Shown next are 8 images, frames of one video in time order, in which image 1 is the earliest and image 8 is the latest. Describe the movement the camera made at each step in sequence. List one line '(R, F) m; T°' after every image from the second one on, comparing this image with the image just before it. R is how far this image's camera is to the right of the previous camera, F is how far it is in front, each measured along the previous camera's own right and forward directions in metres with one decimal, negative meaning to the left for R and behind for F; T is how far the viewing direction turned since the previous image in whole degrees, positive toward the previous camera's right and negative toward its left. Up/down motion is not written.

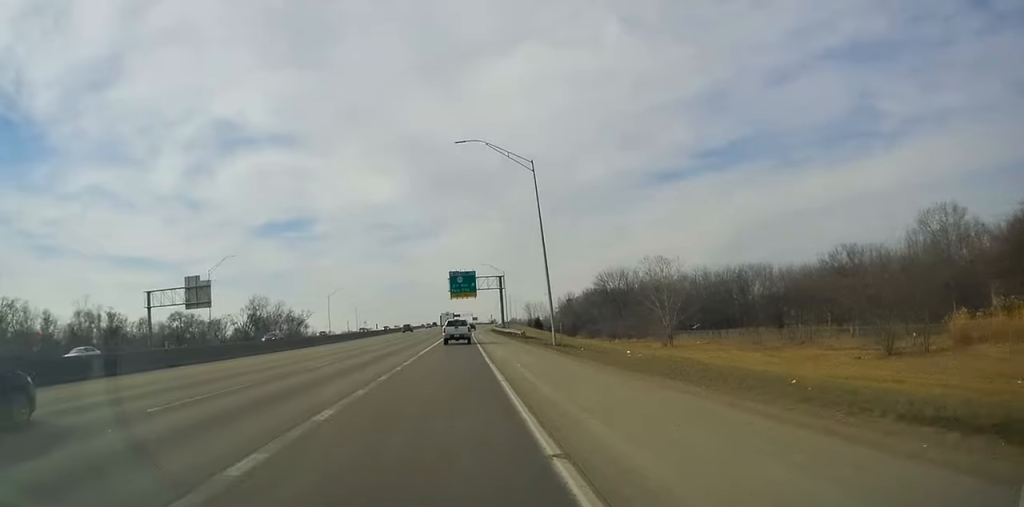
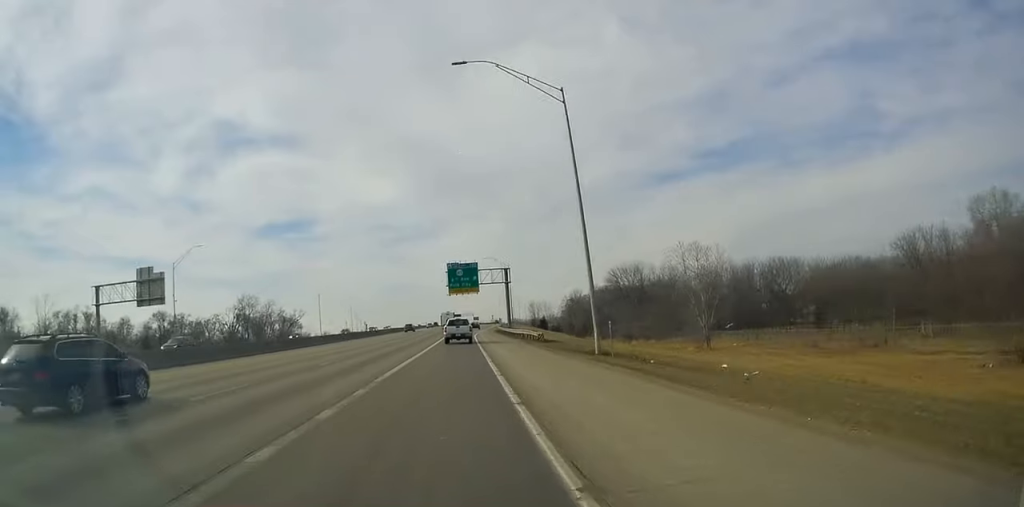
(0.0, +13.6) m; 0°
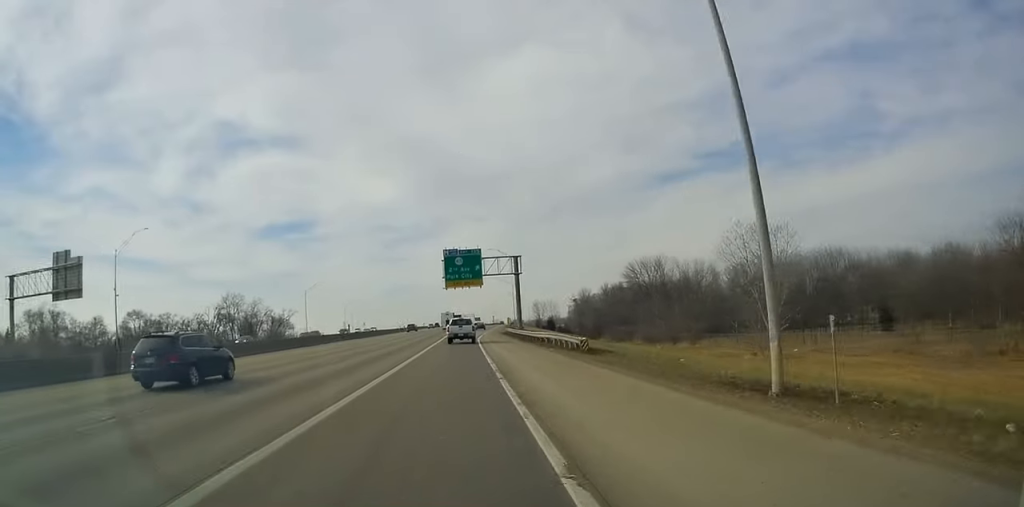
(0.0, +16.9) m; 0°
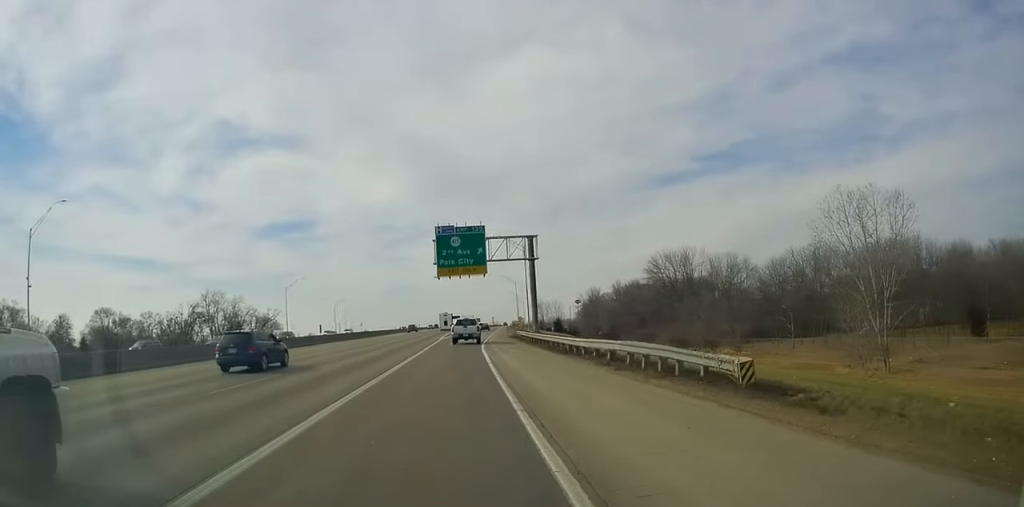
(0.0, +18.0) m; 0°
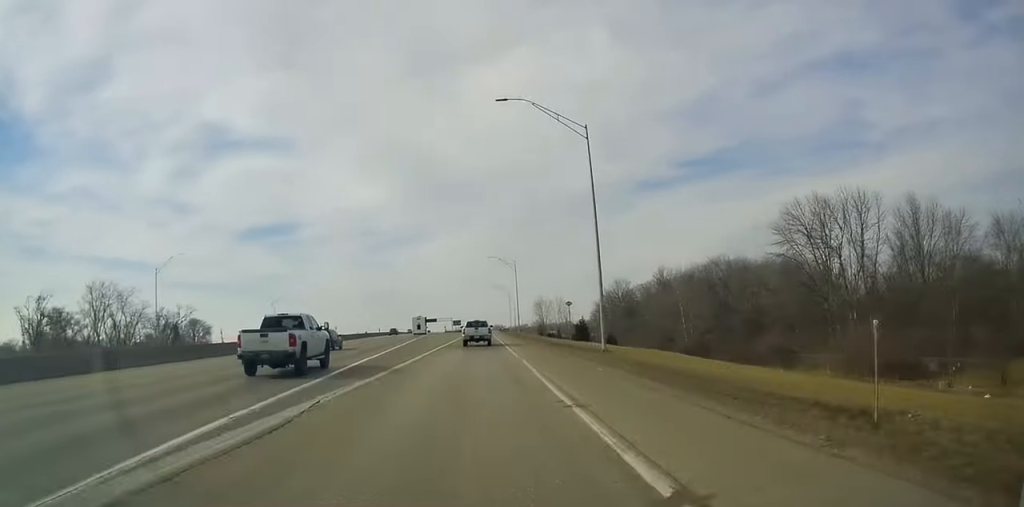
(+0.1, +60.3) m; +1°
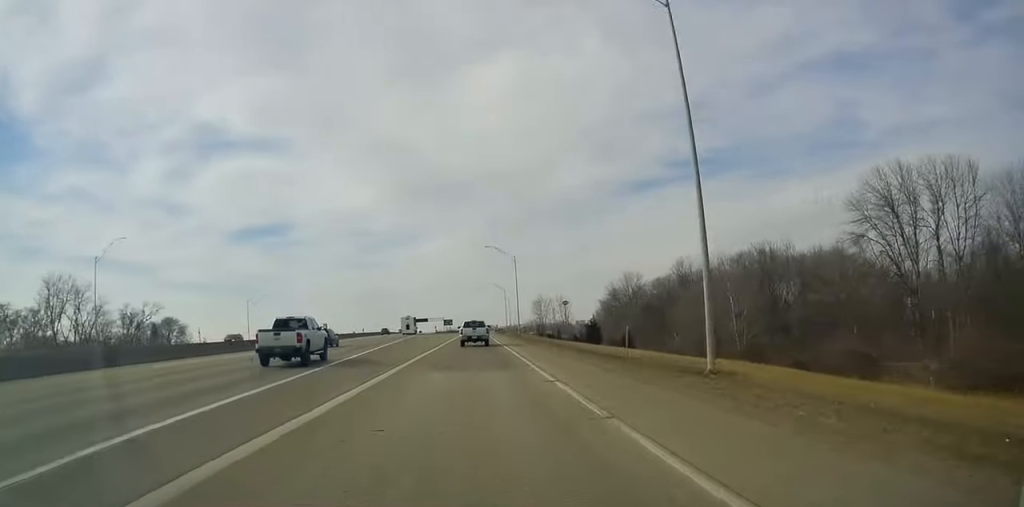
(+0.3, +16.1) m; +1°
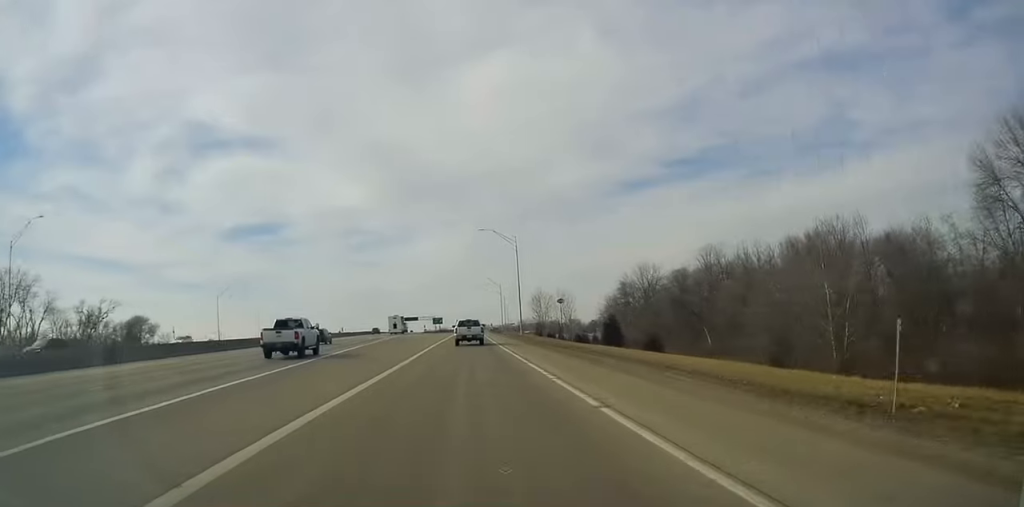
(+0.1, +17.1) m; 0°
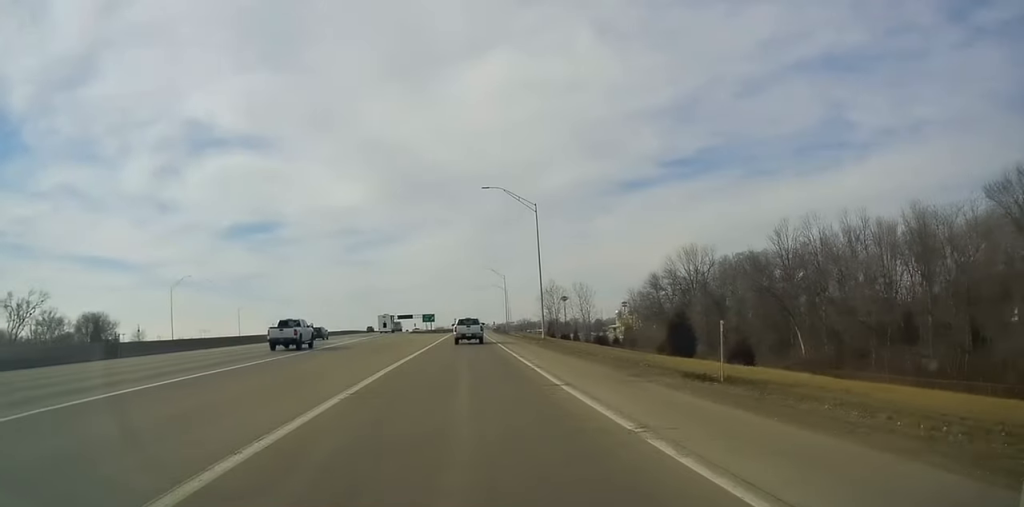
(0.0, +26.4) m; 0°
